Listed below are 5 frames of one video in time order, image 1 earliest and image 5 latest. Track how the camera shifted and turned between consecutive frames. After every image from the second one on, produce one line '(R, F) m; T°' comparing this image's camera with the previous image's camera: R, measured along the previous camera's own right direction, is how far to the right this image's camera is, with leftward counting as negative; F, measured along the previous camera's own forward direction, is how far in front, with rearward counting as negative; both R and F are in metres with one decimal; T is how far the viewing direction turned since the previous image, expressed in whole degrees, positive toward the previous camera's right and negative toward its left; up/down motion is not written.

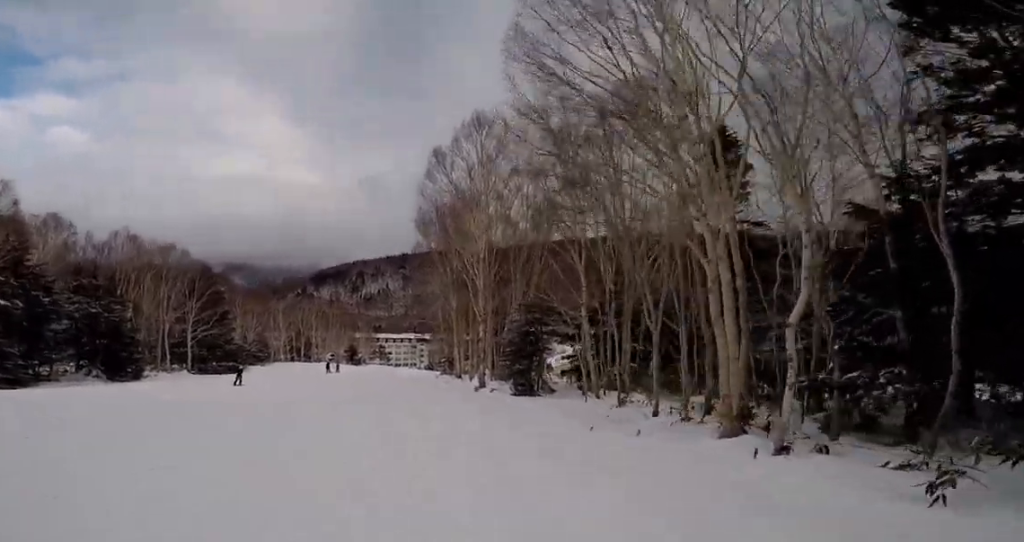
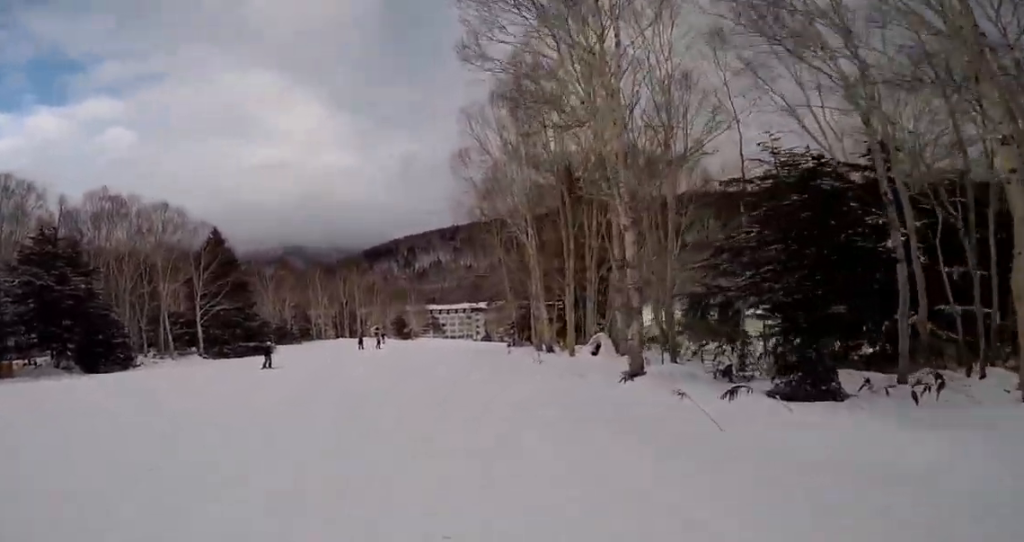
(-0.6, +12.3) m; 0°
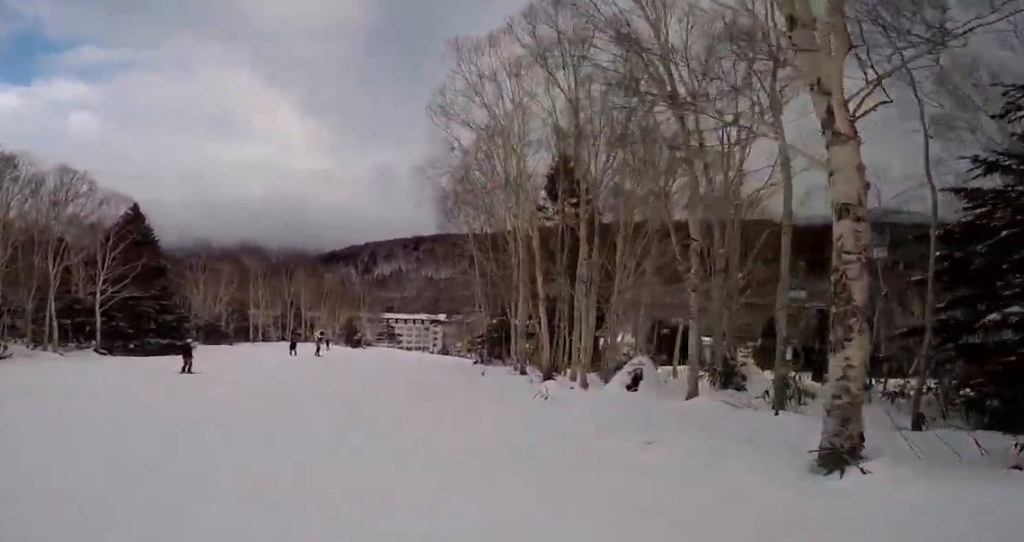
(+0.8, +6.4) m; 0°
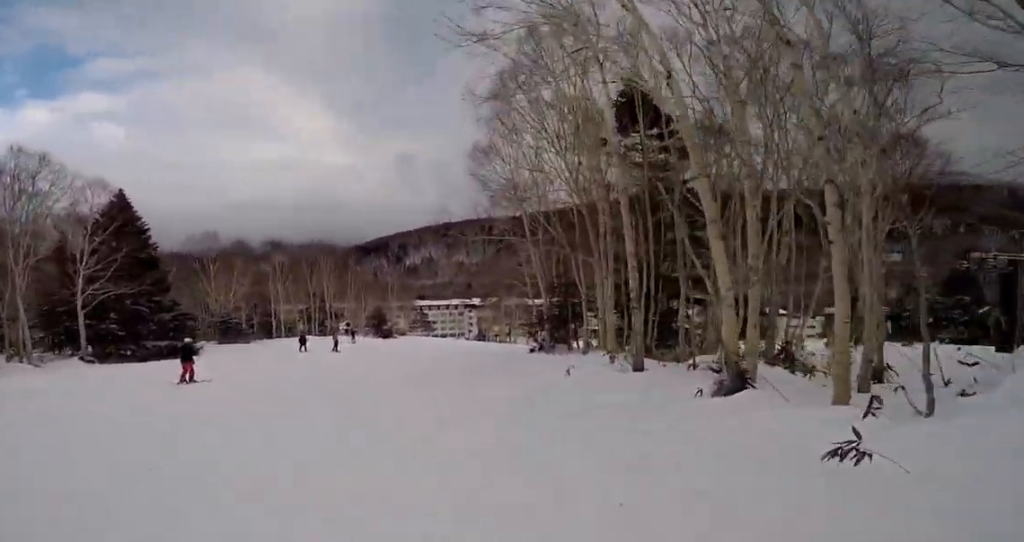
(-0.3, +6.9) m; -2°
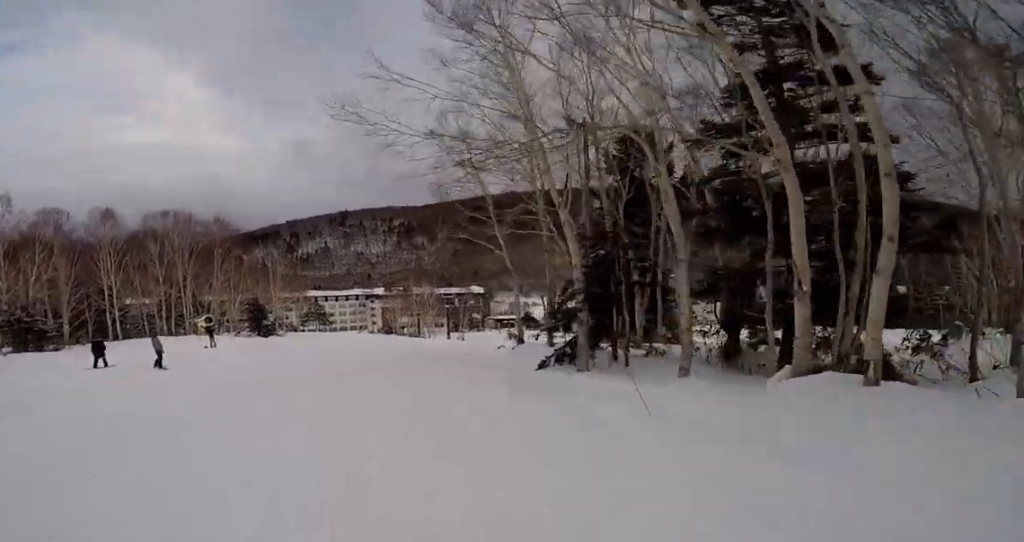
(+0.1, +11.6) m; +7°
